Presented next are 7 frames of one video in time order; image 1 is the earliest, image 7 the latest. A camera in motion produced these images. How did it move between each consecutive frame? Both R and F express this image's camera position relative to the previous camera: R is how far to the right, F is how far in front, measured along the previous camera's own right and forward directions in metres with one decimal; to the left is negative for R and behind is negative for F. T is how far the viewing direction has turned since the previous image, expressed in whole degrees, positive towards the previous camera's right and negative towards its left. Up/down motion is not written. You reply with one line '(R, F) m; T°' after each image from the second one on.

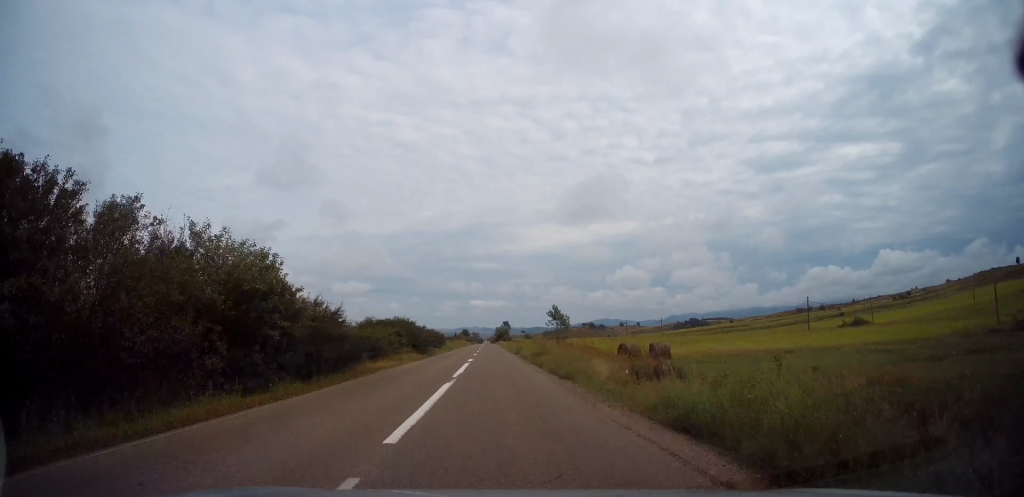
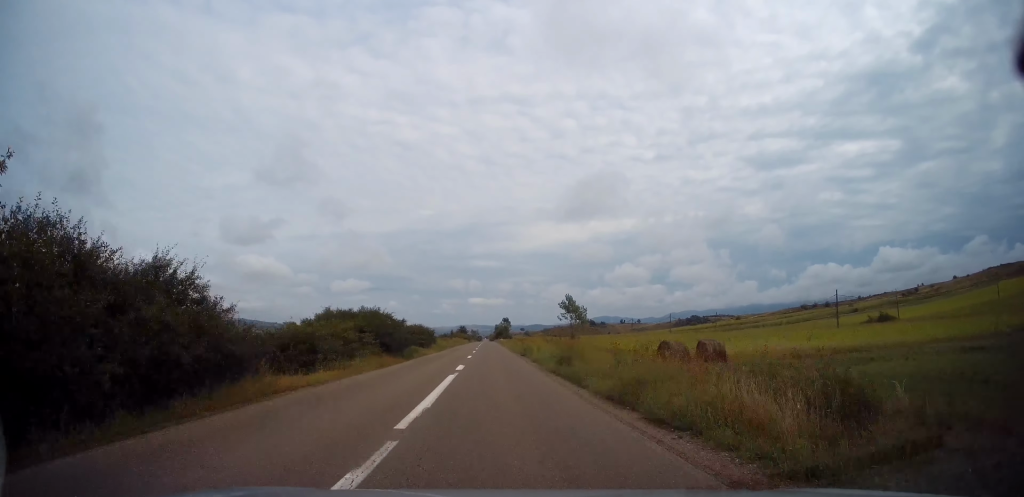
(+0.2, +10.3) m; 0°
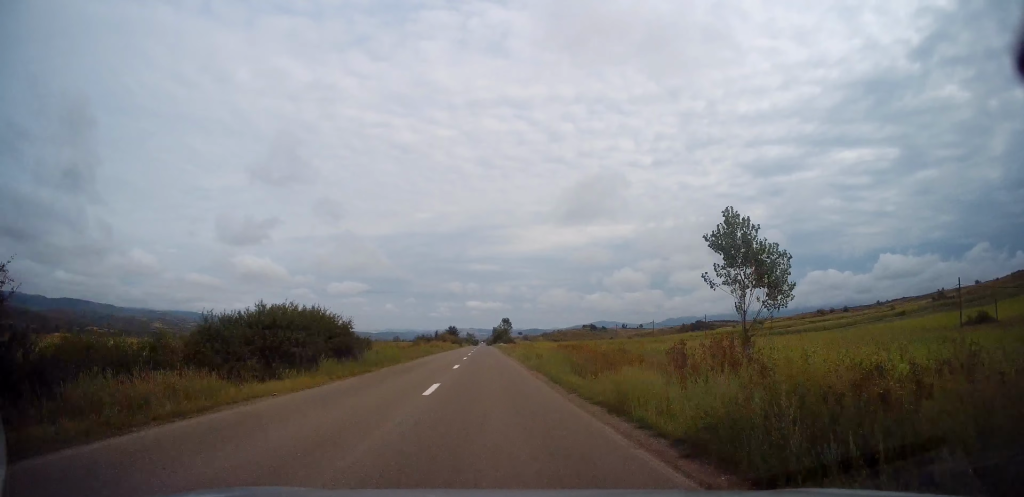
(-0.1, +31.5) m; -1°
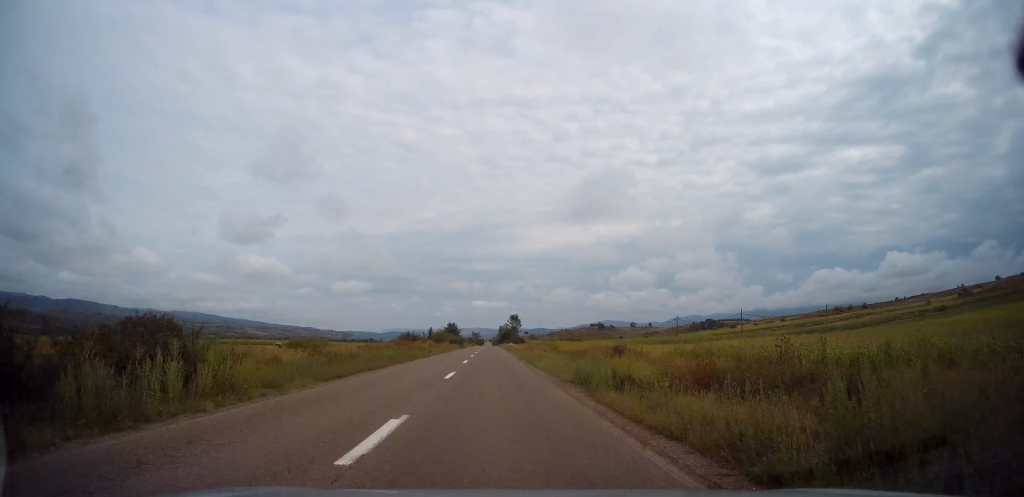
(0.0, +18.6) m; 0°
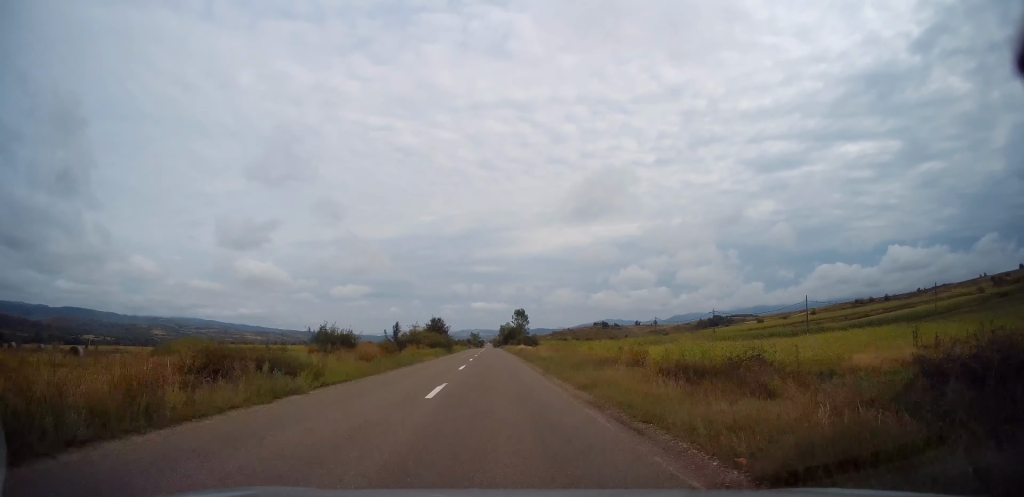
(+0.2, +28.7) m; 0°
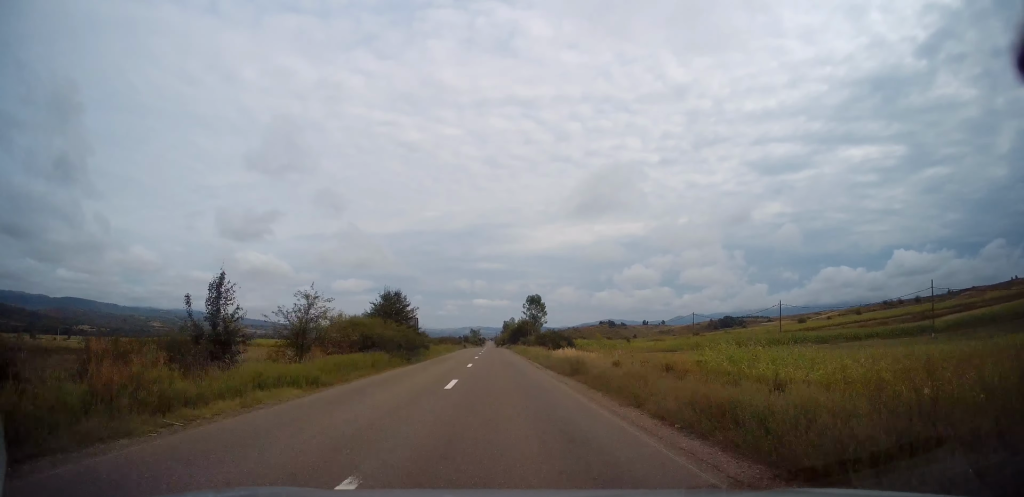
(-0.3, +33.4) m; -1°
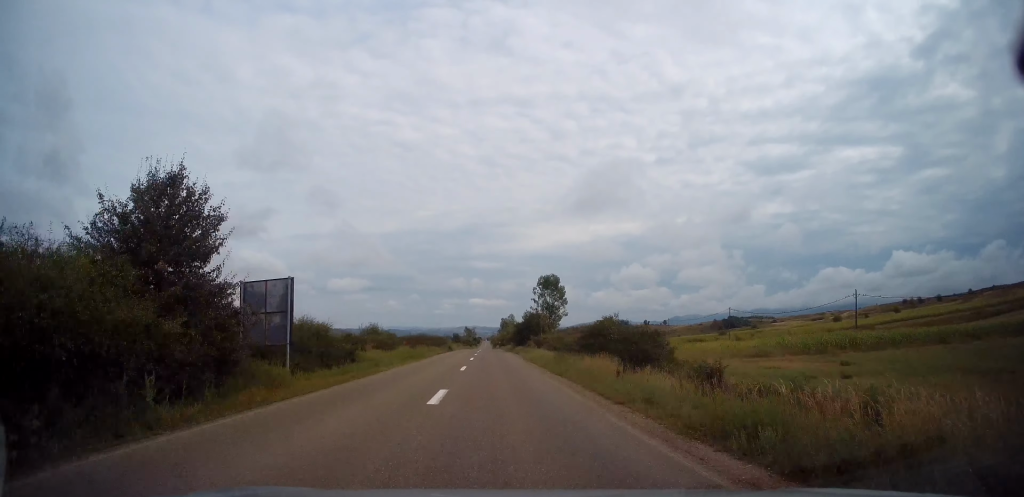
(+0.1, +26.7) m; 0°
